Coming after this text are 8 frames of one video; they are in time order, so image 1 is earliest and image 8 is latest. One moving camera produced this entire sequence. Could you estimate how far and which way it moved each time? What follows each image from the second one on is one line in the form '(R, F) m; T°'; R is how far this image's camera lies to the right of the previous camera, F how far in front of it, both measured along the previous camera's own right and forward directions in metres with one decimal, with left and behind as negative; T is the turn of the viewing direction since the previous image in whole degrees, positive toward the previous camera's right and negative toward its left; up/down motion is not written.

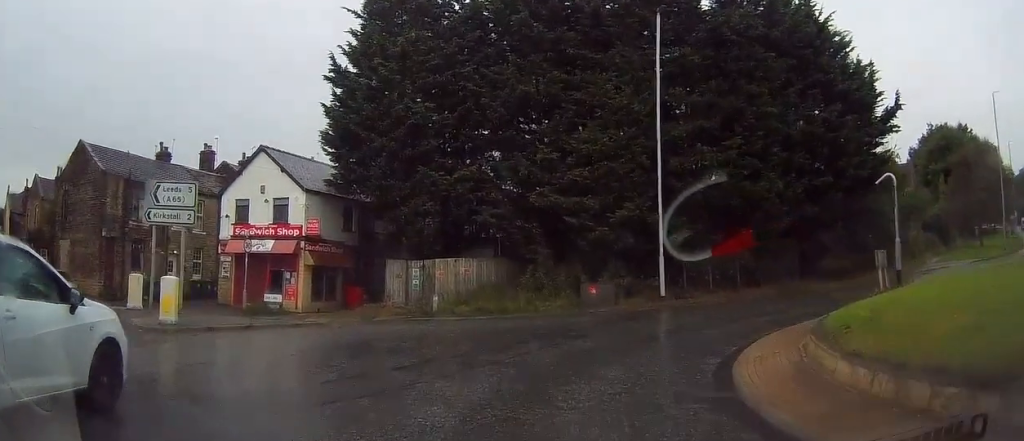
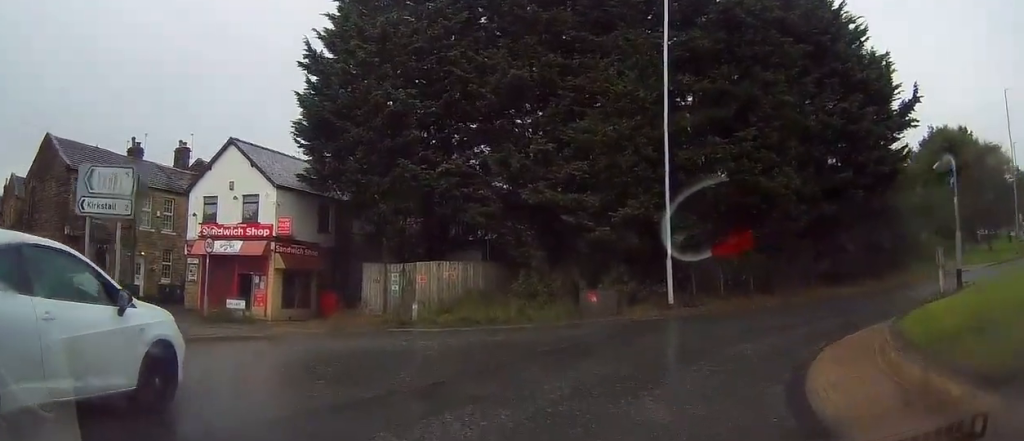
(0.0, +2.9) m; 0°
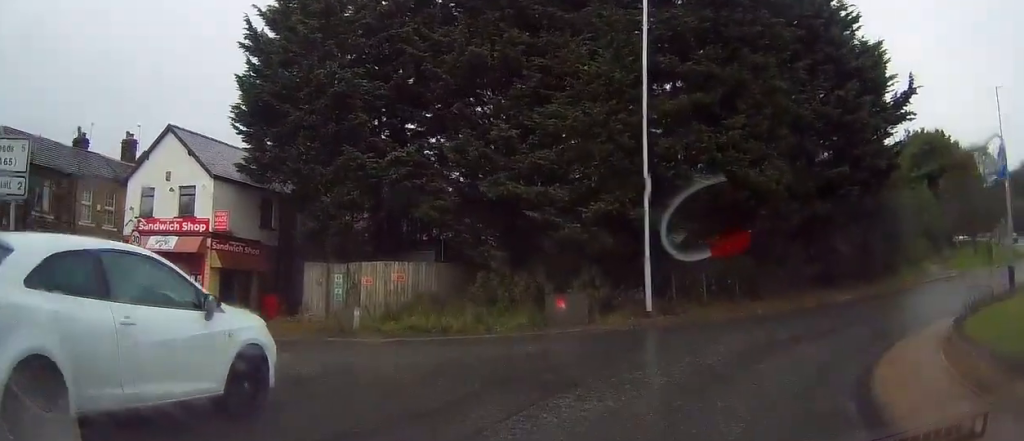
(0.0, +2.8) m; +2°
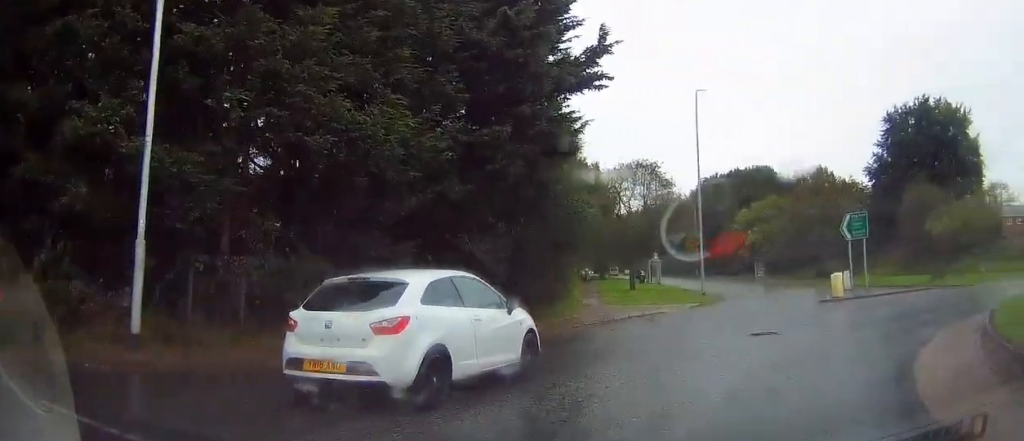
(+2.7, +9.9) m; +37°
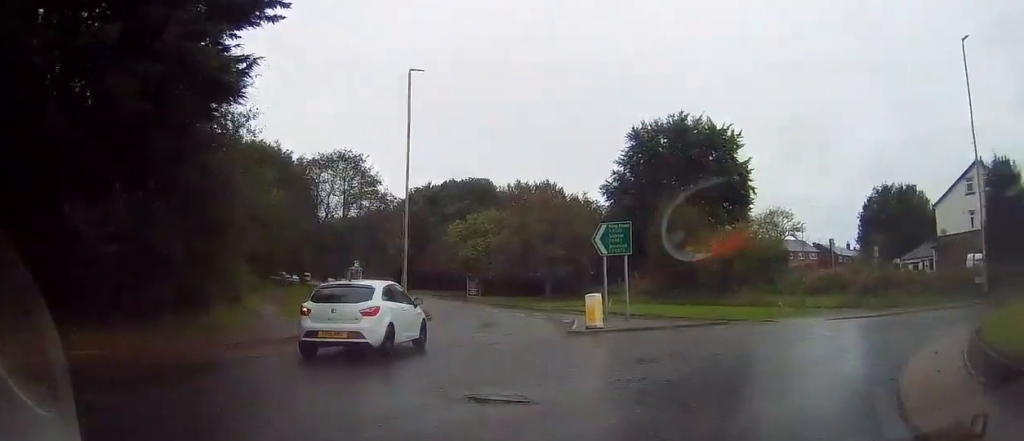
(+1.0, +6.1) m; +17°
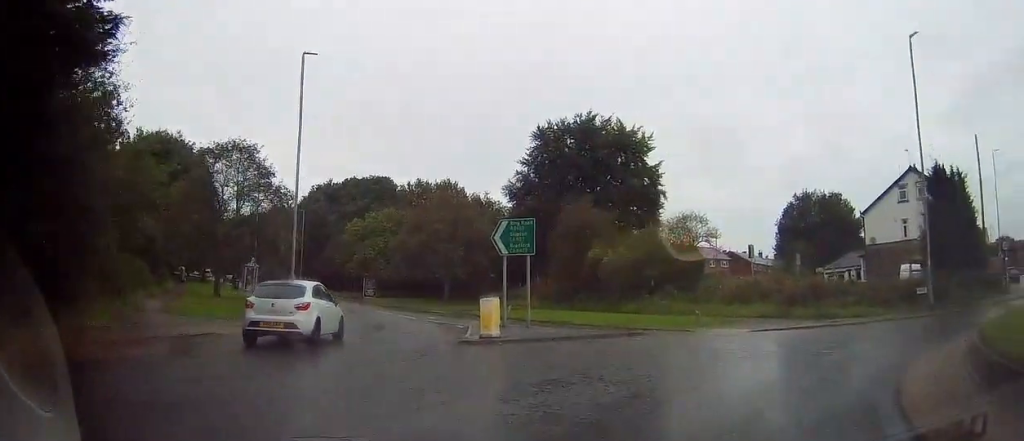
(0.0, +2.2) m; +7°
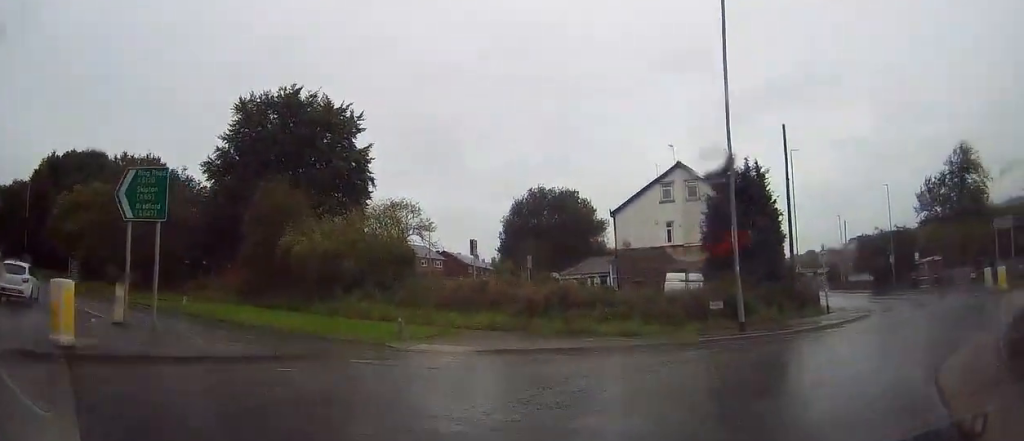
(+1.5, +6.6) m; +33°
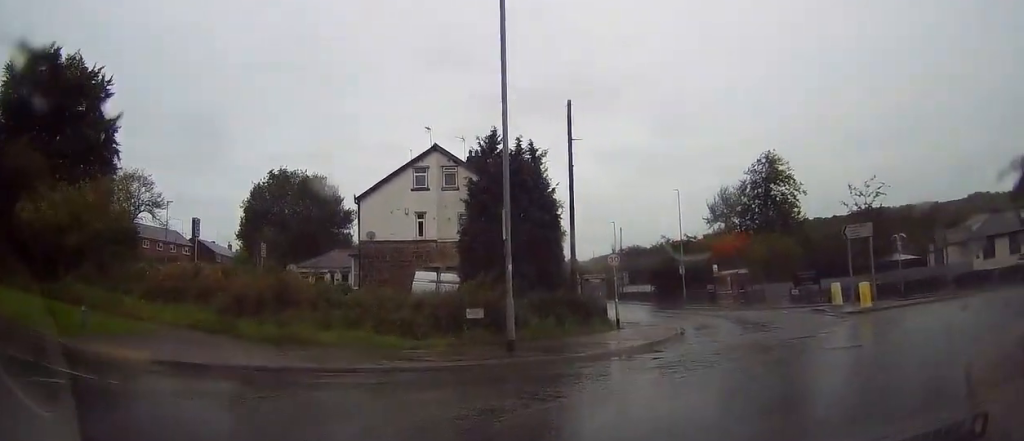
(+1.5, +5.4) m; +21°
